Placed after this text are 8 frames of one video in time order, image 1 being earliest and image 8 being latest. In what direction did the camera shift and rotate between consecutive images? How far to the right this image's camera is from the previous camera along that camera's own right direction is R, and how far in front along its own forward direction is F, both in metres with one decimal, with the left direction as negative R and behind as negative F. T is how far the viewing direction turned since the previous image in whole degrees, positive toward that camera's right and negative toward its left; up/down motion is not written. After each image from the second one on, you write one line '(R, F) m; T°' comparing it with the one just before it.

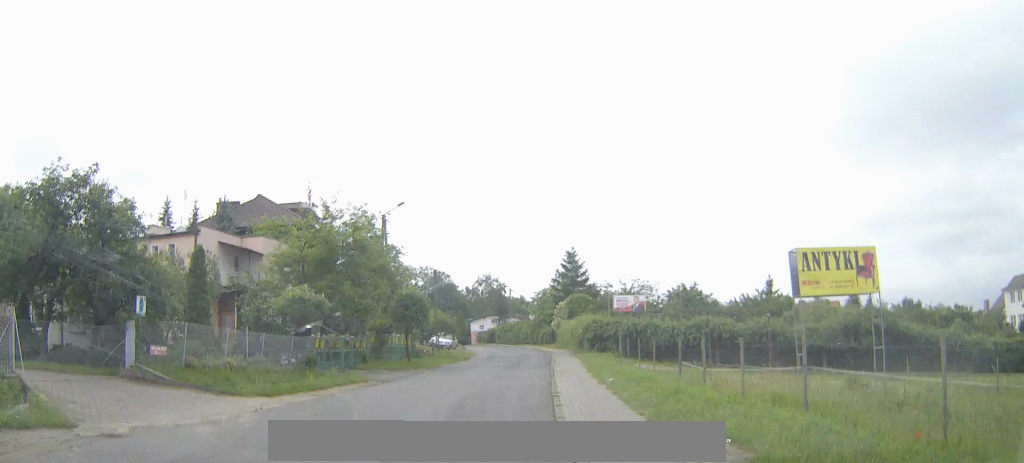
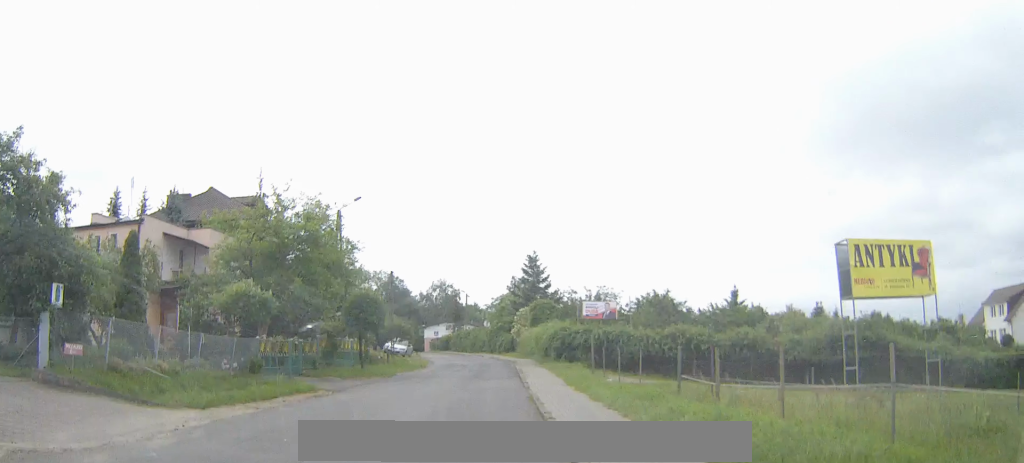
(+0.1, +3.0) m; +2°
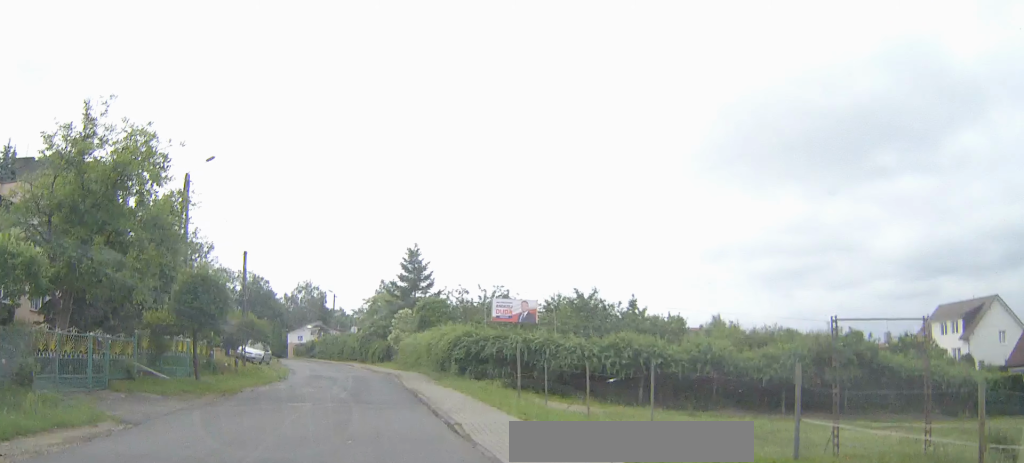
(+0.7, +9.6) m; +7°
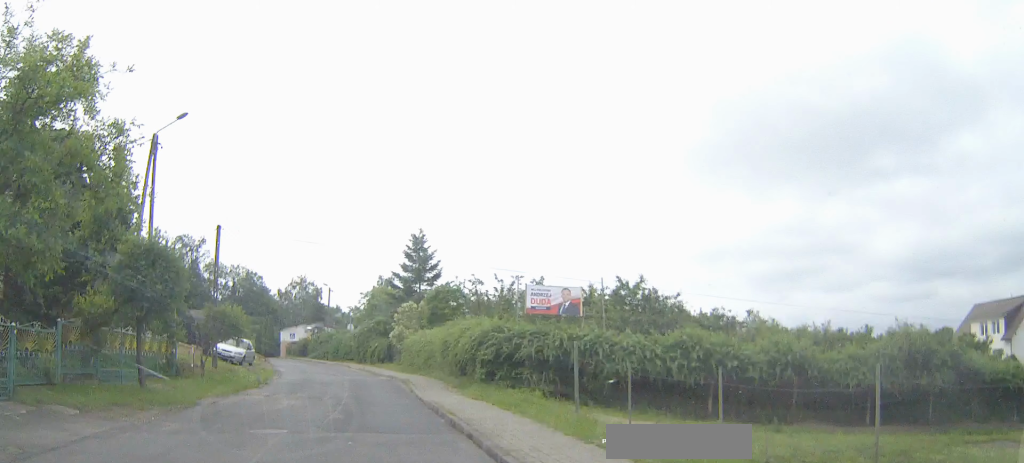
(+0.2, +6.2) m; +2°
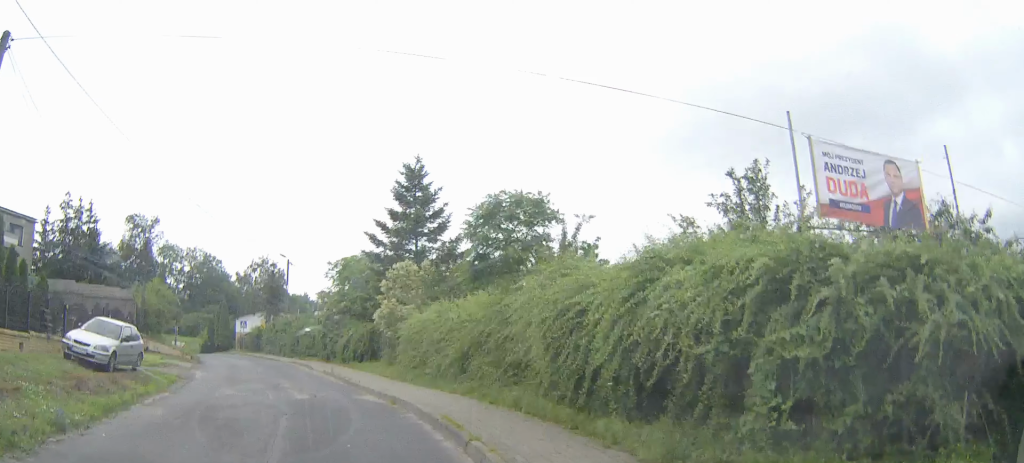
(+0.5, +17.4) m; +2°
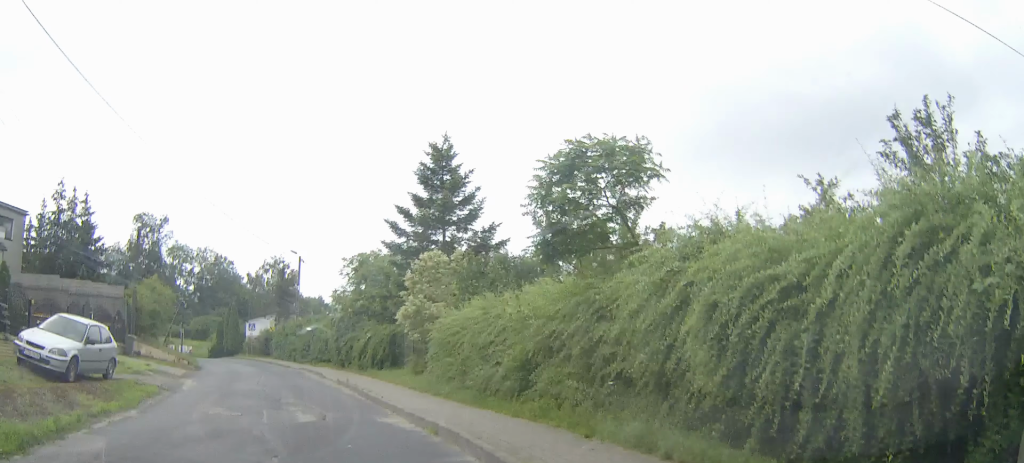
(0.0, +4.1) m; -1°
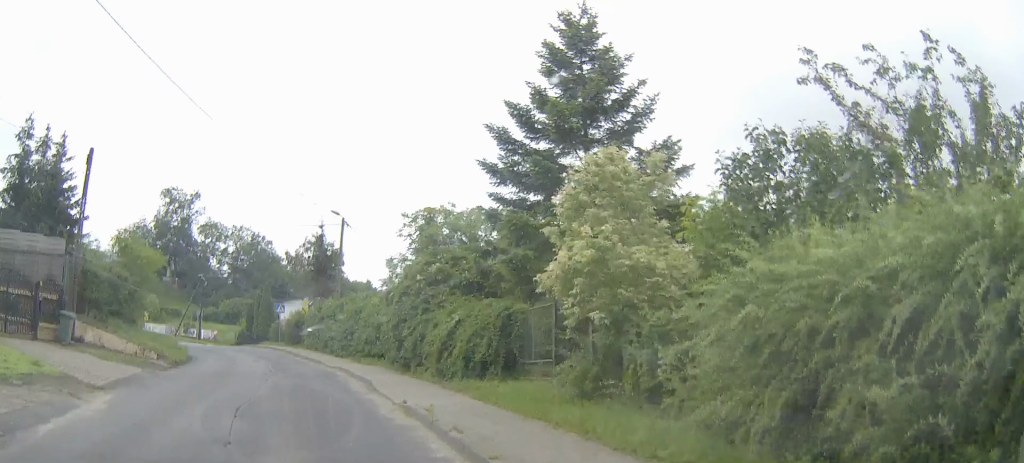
(-0.4, +13.3) m; -4°
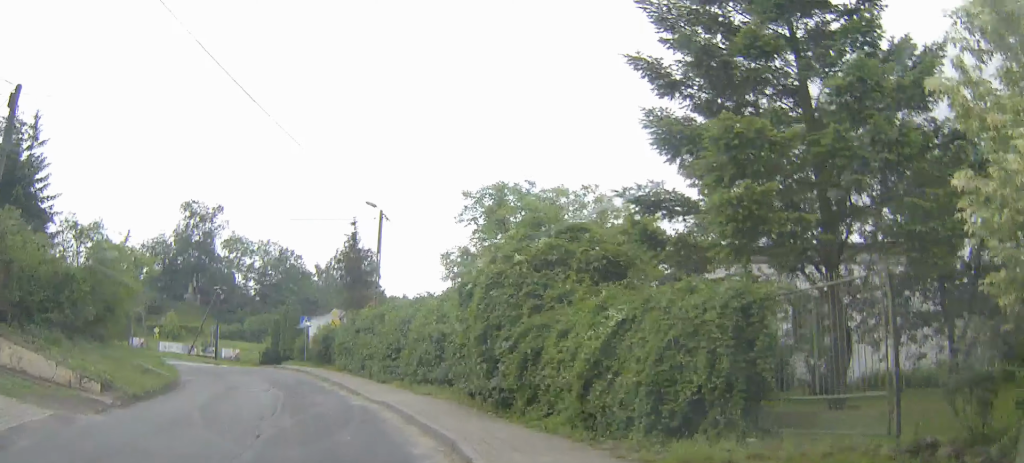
(-0.2, +8.3) m; -3°
